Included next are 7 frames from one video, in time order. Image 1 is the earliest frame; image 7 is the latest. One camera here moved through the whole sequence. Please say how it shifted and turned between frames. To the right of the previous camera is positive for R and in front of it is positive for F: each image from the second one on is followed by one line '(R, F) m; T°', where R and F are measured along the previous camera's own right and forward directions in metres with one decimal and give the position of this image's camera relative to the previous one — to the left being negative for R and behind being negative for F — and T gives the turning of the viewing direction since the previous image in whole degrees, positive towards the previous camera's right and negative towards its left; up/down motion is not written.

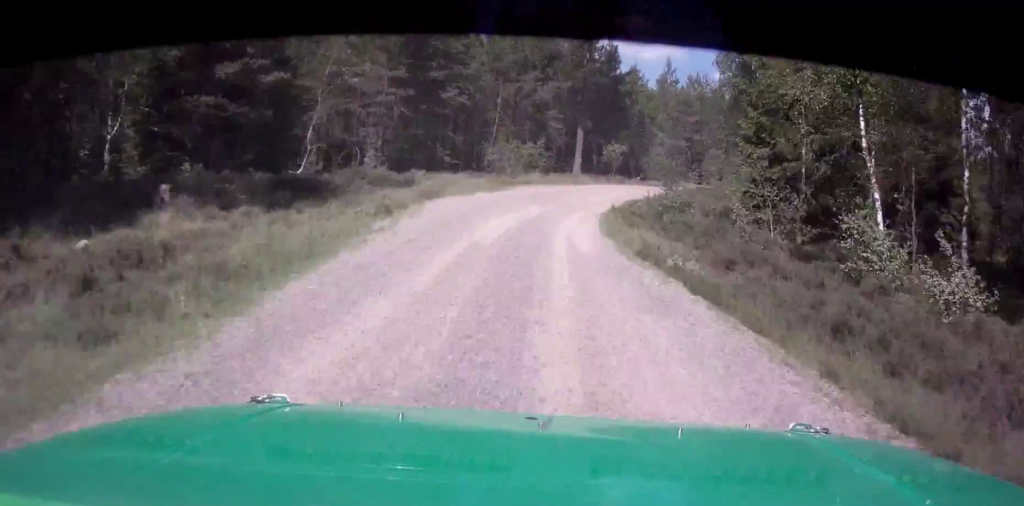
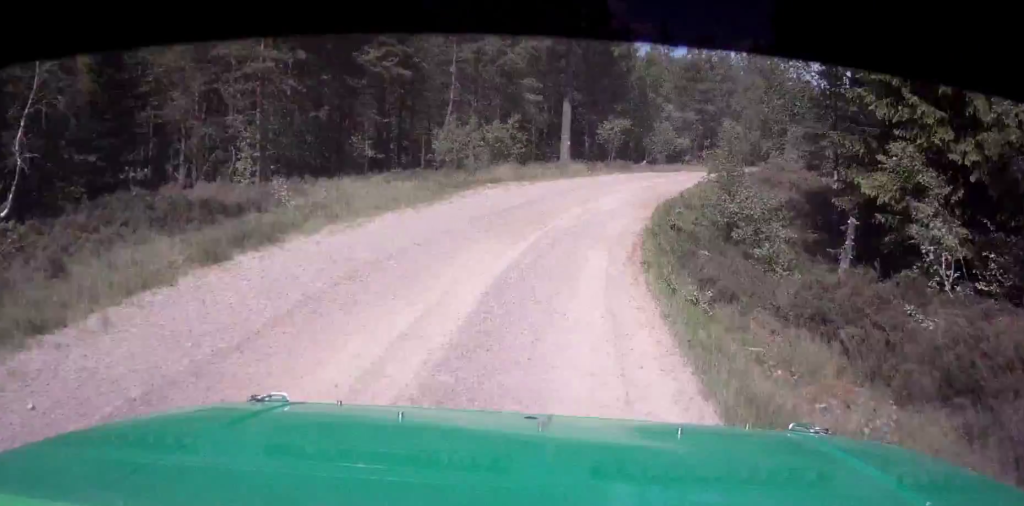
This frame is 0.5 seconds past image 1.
(+0.3, +14.2) m; +4°
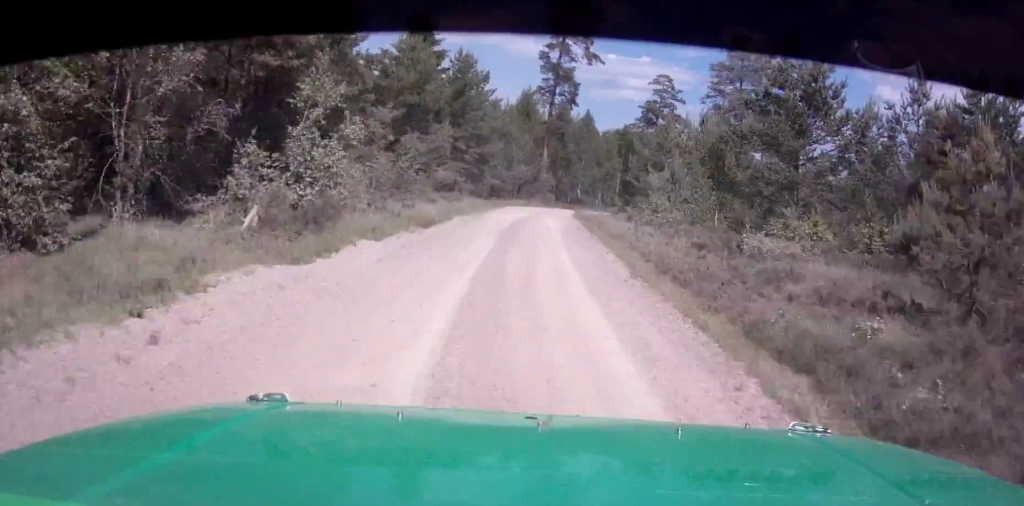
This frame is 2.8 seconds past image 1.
(+12.2, +55.3) m; +27°
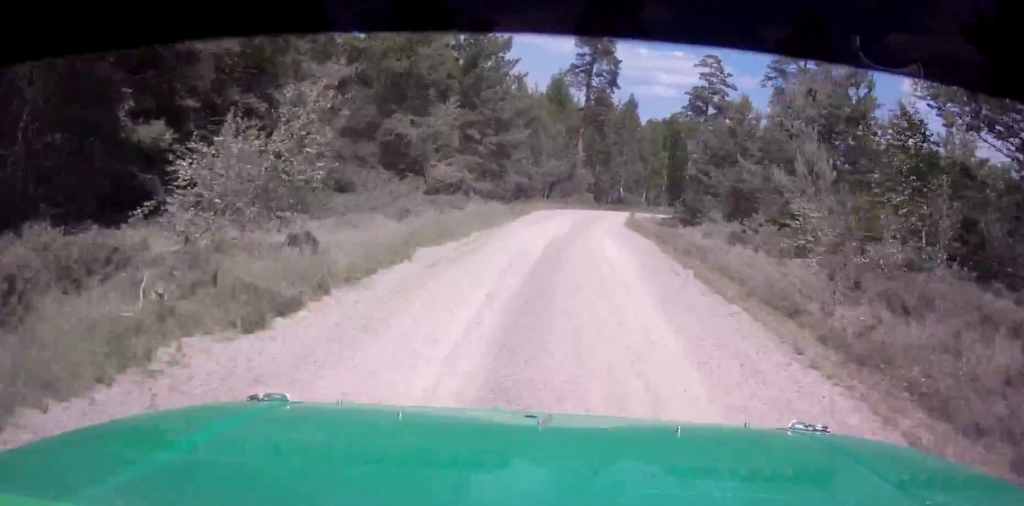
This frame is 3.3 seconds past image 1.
(+0.8, +13.7) m; +6°
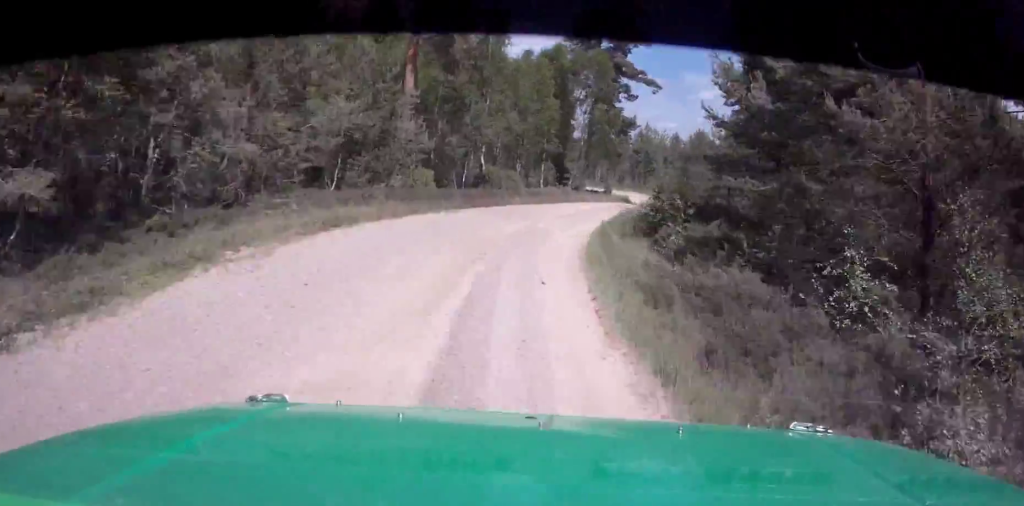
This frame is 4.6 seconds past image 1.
(+2.6, +30.7) m; +8°
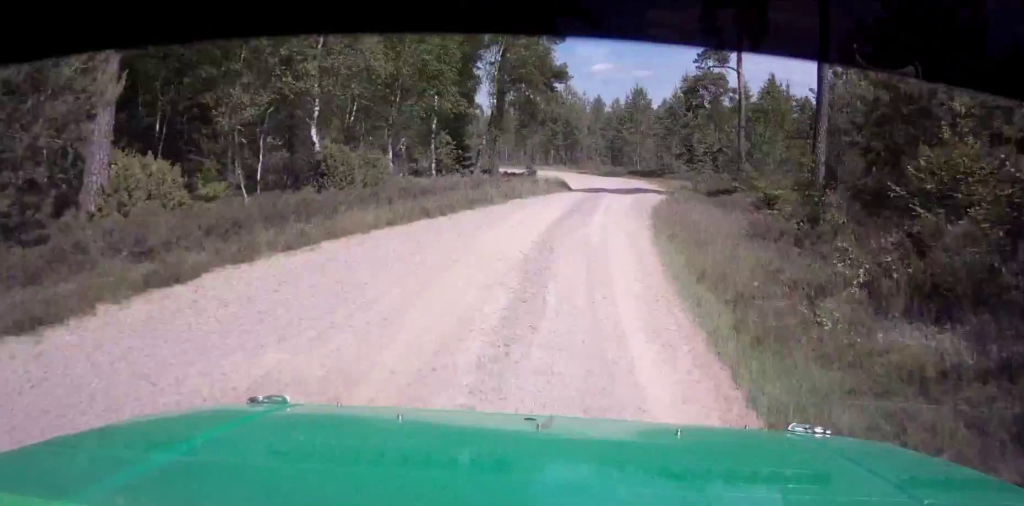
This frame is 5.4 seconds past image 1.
(+0.7, +20.0) m; +4°
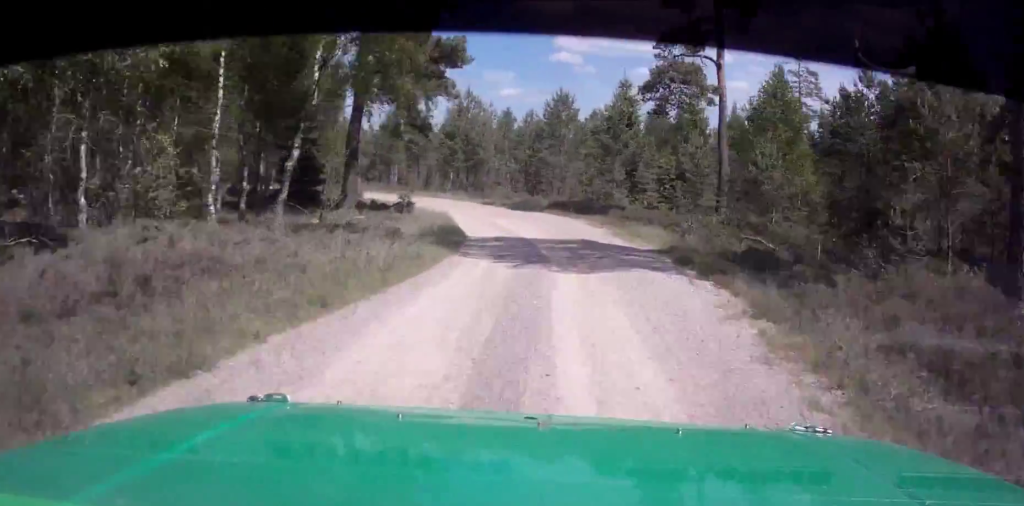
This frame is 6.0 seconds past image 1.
(+0.8, +16.4) m; -1°
